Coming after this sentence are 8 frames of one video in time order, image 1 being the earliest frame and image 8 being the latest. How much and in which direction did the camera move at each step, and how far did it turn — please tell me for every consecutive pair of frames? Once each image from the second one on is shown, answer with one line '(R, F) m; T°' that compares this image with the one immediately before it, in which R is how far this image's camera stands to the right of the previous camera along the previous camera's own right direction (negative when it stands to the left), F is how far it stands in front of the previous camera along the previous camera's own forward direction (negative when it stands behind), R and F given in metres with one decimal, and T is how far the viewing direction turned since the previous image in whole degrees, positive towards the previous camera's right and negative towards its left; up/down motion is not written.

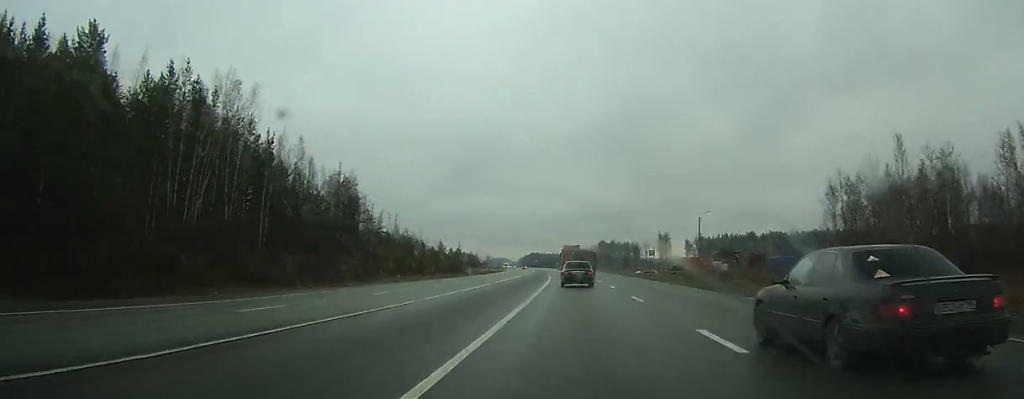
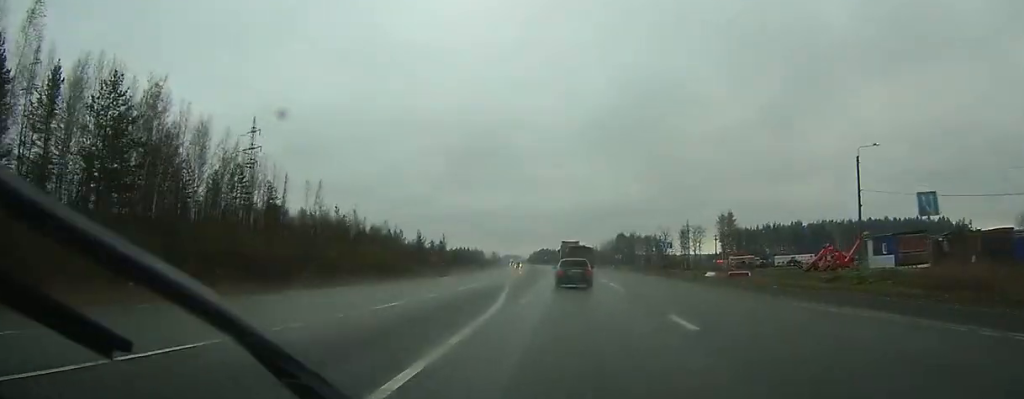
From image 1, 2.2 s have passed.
(-1.0, +56.2) m; -2°
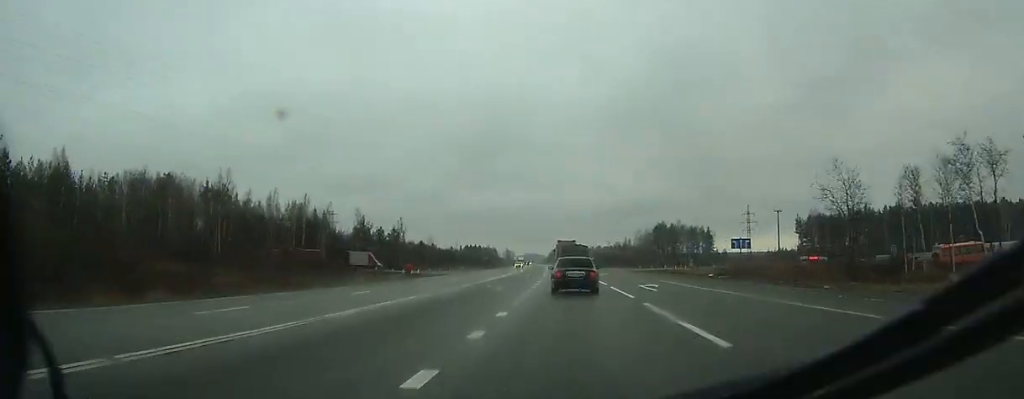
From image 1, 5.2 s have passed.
(-1.0, +73.9) m; -2°
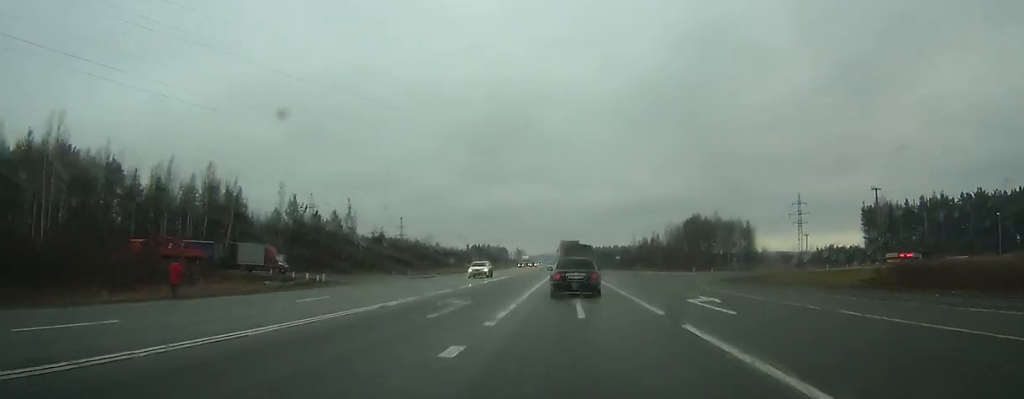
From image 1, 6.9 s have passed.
(-0.4, +40.1) m; -1°
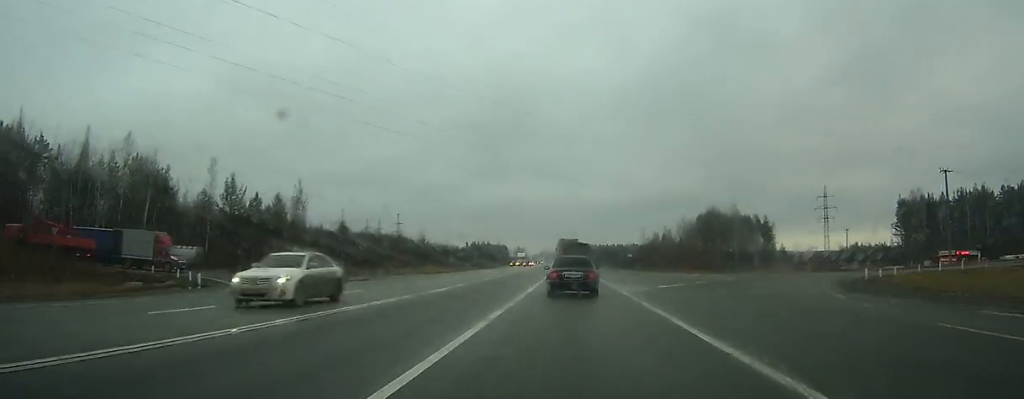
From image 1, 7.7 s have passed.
(-0.2, +19.2) m; -1°
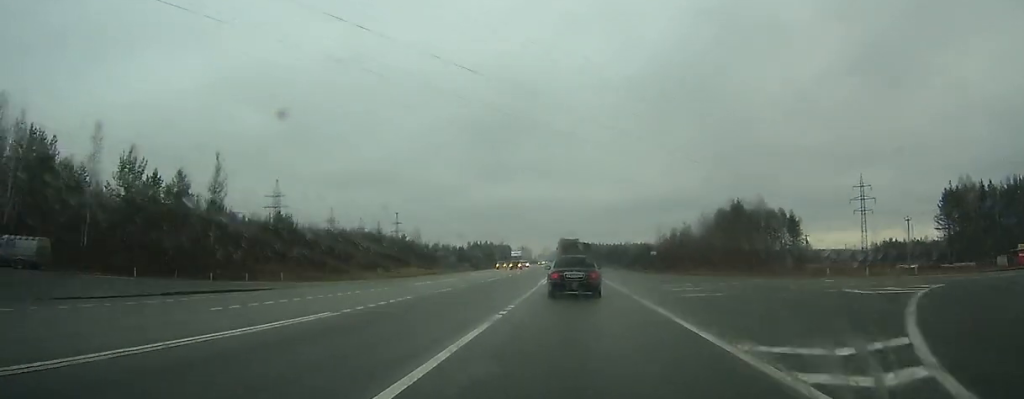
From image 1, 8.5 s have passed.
(-0.1, +21.2) m; -1°
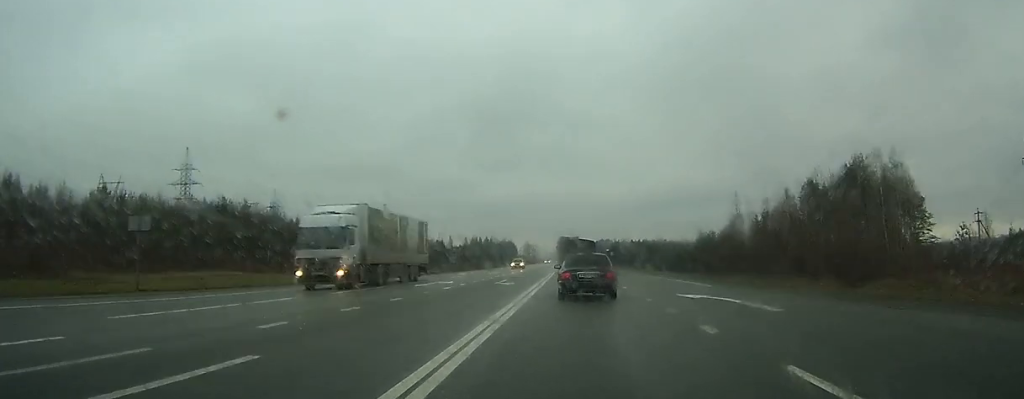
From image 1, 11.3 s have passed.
(-0.7, +70.4) m; -1°
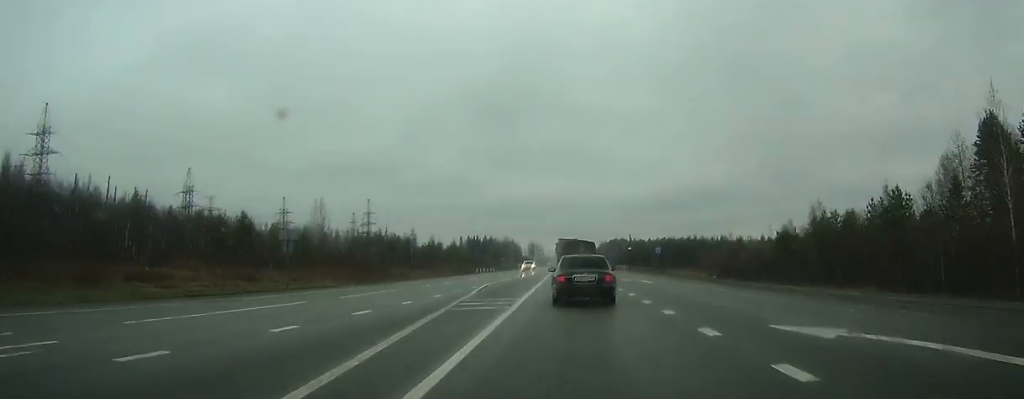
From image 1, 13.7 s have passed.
(-0.4, +60.8) m; -1°
